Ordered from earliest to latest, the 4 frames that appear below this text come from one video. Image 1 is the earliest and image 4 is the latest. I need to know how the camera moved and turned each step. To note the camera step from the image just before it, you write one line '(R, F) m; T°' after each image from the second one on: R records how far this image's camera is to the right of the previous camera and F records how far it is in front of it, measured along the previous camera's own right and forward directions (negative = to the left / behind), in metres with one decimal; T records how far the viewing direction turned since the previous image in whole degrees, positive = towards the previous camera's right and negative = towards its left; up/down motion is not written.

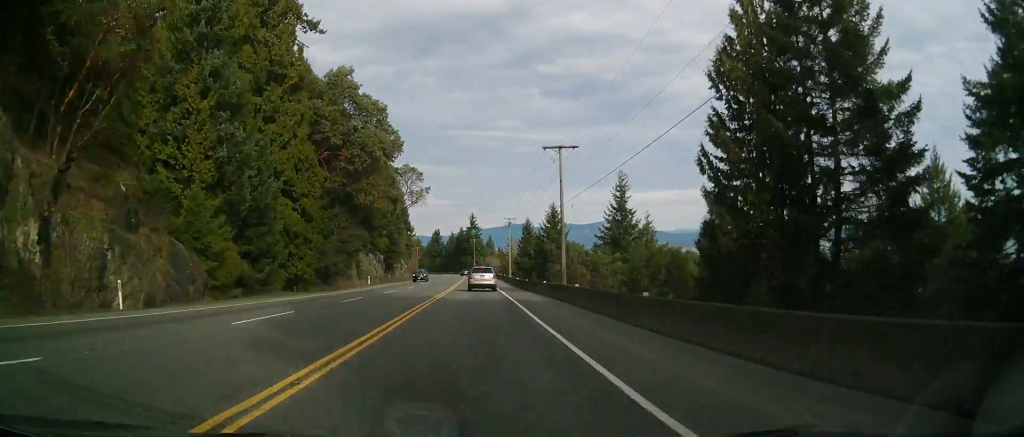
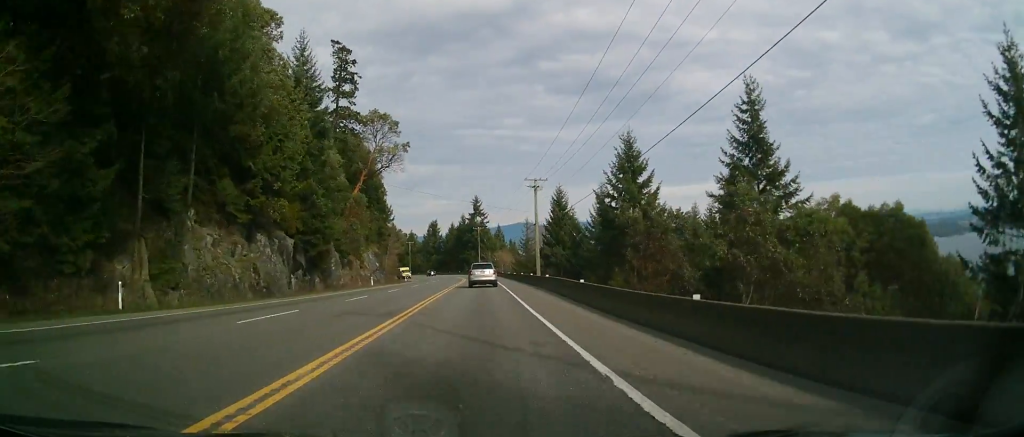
(-0.2, +50.1) m; -1°
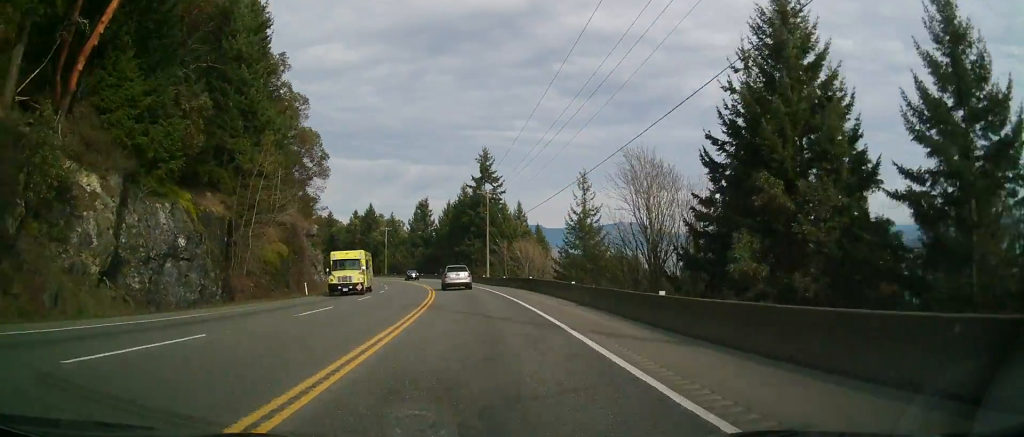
(-0.2, +70.5) m; 0°
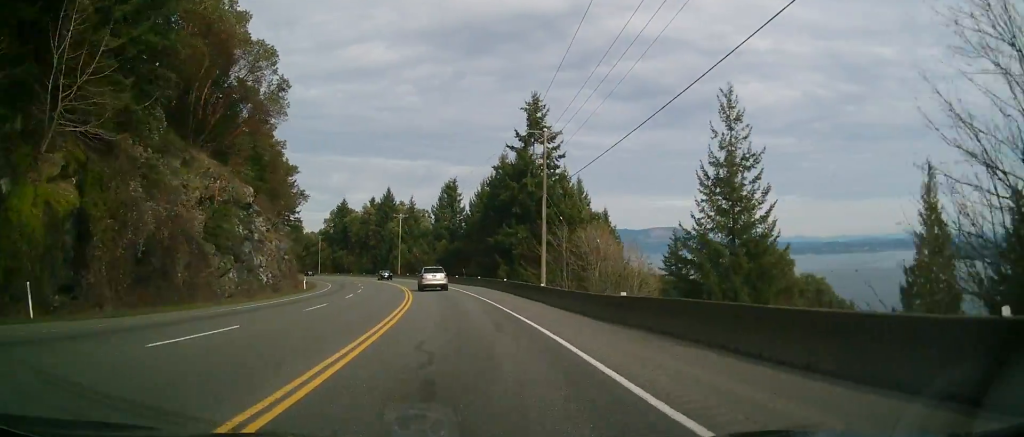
(-0.4, +35.0) m; -4°
